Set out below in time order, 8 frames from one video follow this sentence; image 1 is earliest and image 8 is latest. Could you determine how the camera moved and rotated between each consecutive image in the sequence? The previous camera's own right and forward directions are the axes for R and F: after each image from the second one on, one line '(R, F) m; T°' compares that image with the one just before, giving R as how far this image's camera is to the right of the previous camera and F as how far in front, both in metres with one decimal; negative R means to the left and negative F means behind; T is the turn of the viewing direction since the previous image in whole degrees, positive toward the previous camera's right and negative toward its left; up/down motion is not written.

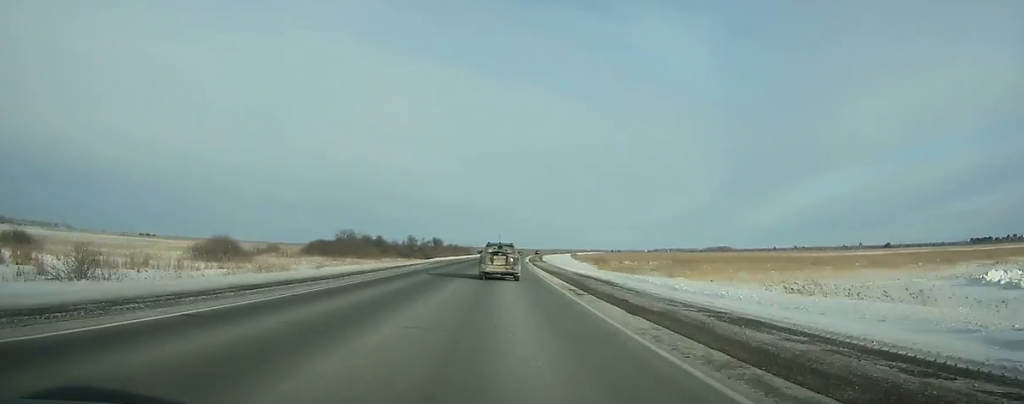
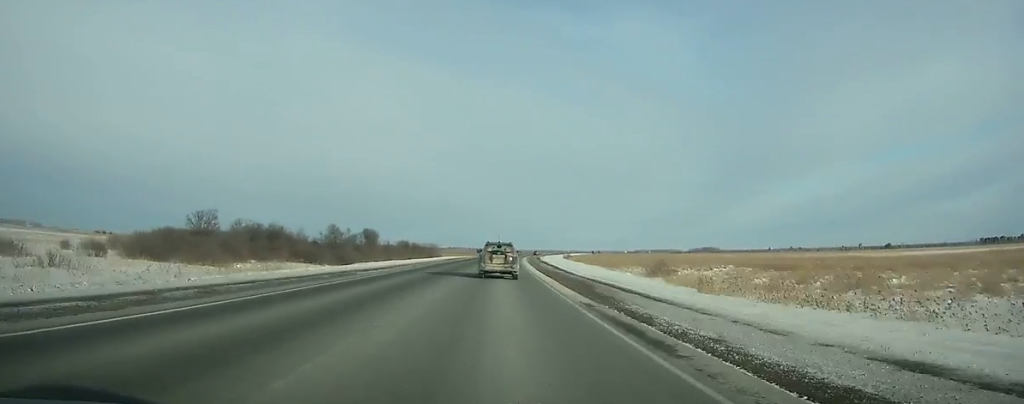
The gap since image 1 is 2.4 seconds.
(+0.9, +62.6) m; +2°
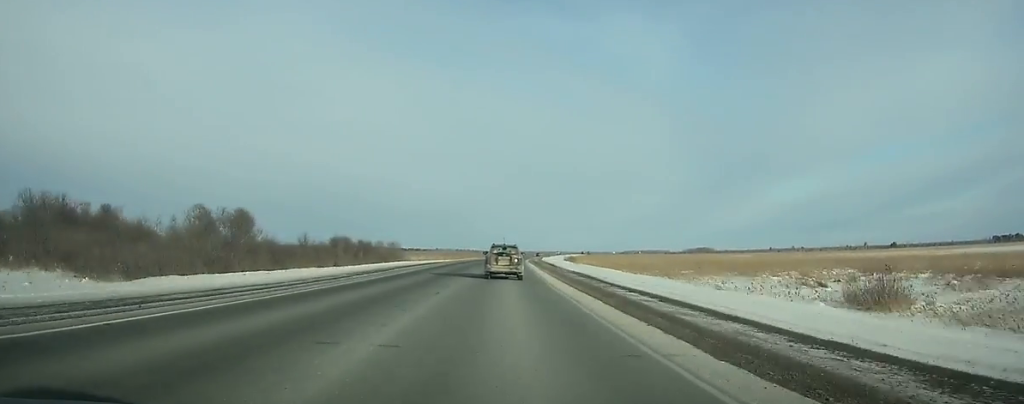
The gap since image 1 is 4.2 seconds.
(+0.5, +46.9) m; +1°
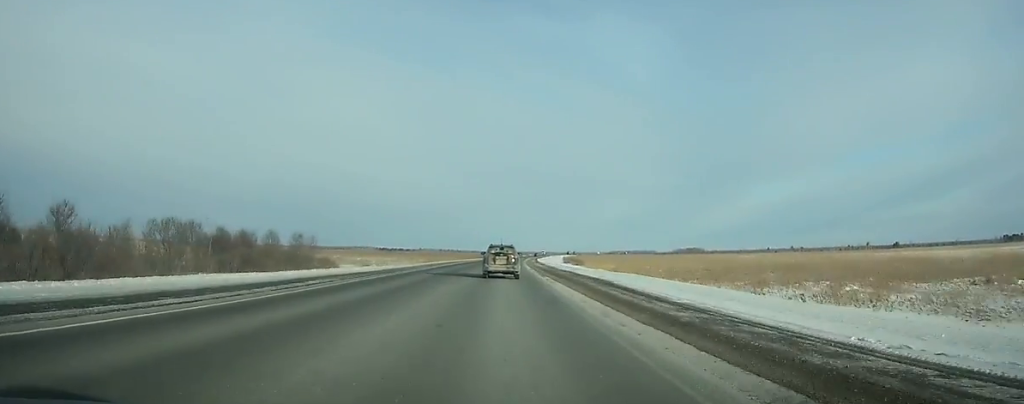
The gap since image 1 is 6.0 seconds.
(+0.6, +46.8) m; +1°
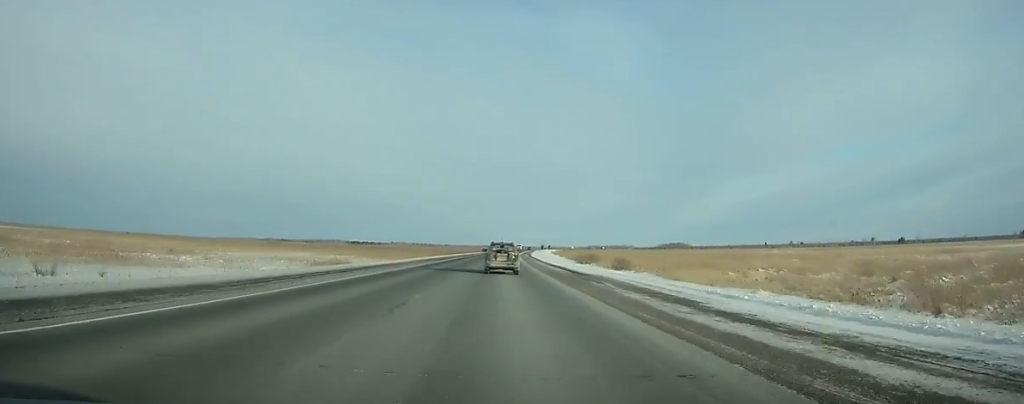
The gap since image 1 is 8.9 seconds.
(+1.3, +75.2) m; +2°
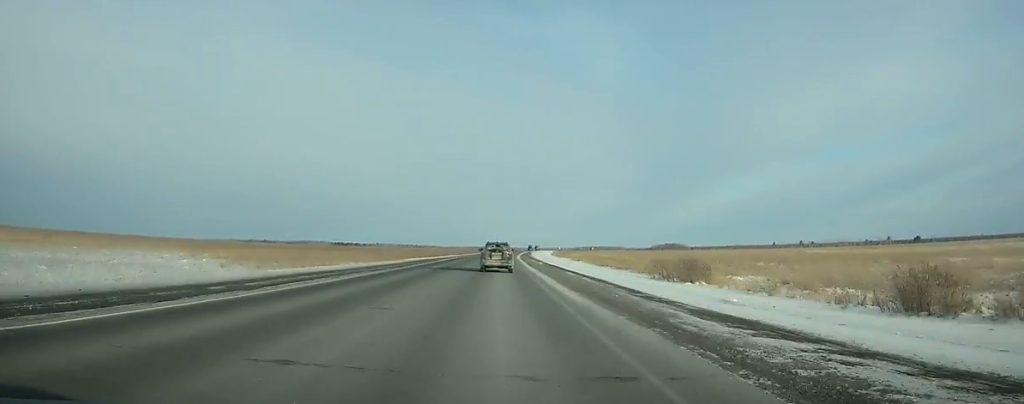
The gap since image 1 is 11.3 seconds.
(+0.8, +62.3) m; +2°
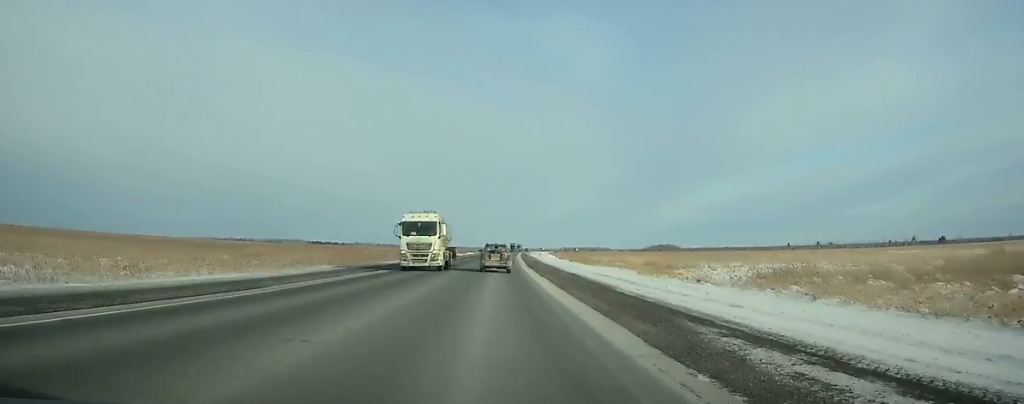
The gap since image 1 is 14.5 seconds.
(+1.3, +83.4) m; +2°
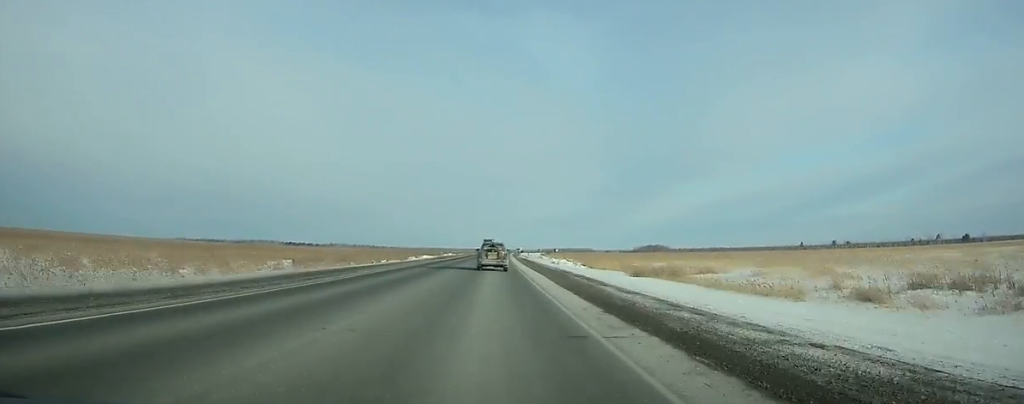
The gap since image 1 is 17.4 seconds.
(+0.8, +76.0) m; +1°
